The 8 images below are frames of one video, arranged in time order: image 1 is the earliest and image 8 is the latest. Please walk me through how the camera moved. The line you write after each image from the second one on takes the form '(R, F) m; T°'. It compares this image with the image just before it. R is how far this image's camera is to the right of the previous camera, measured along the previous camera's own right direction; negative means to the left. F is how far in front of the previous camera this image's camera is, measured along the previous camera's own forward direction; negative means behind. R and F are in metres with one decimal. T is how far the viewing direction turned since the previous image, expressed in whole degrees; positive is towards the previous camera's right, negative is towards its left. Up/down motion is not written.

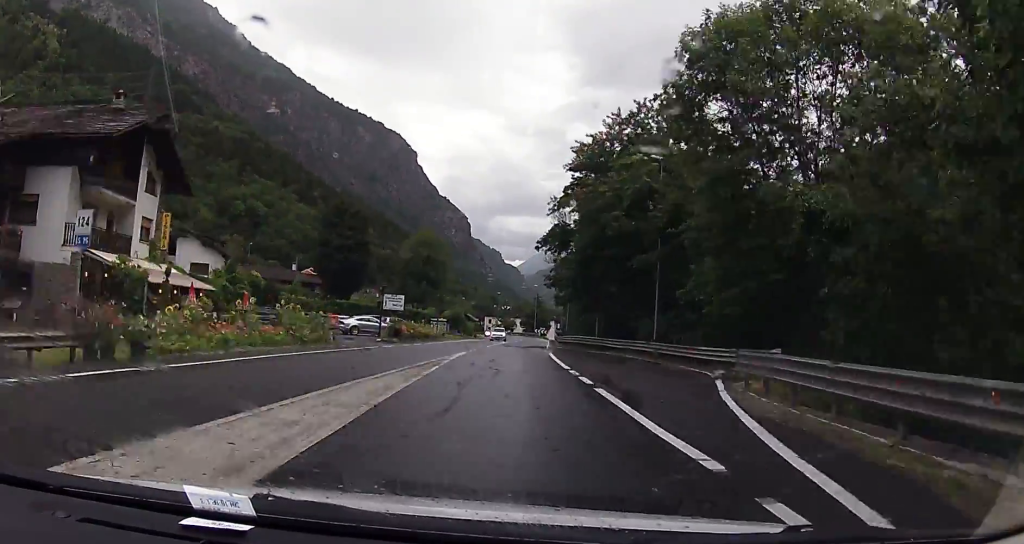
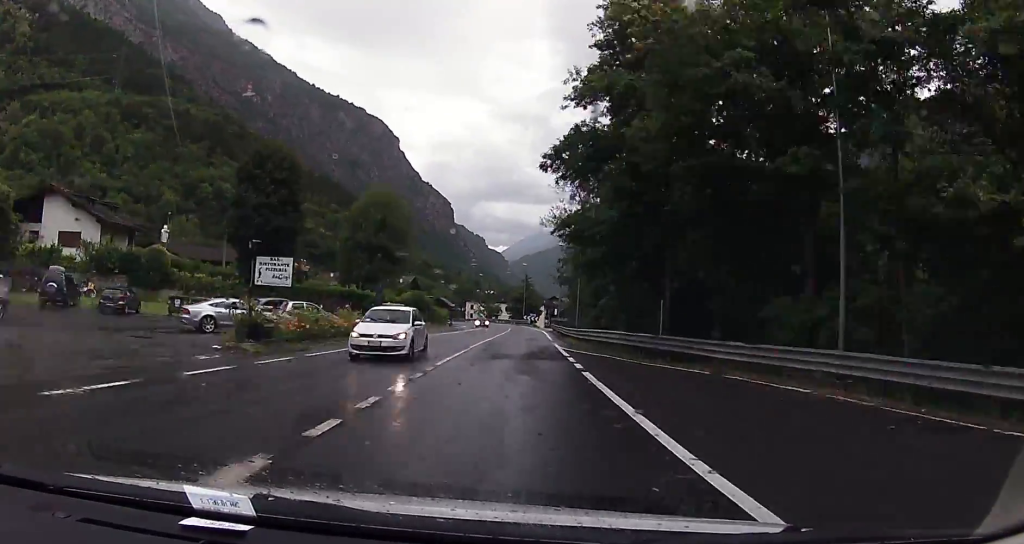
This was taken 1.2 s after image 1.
(0.0, +22.4) m; 0°
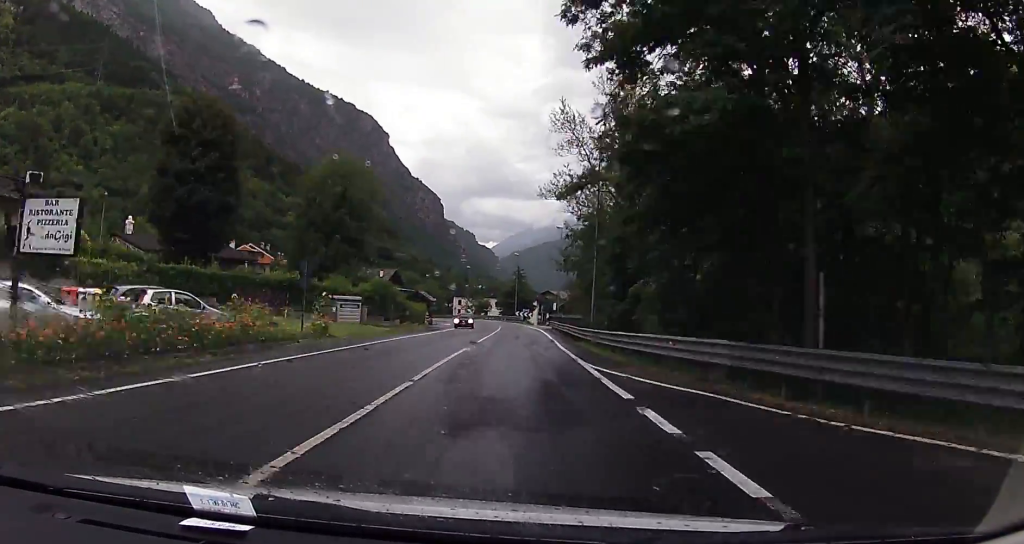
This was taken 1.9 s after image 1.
(0.0, +13.1) m; 0°
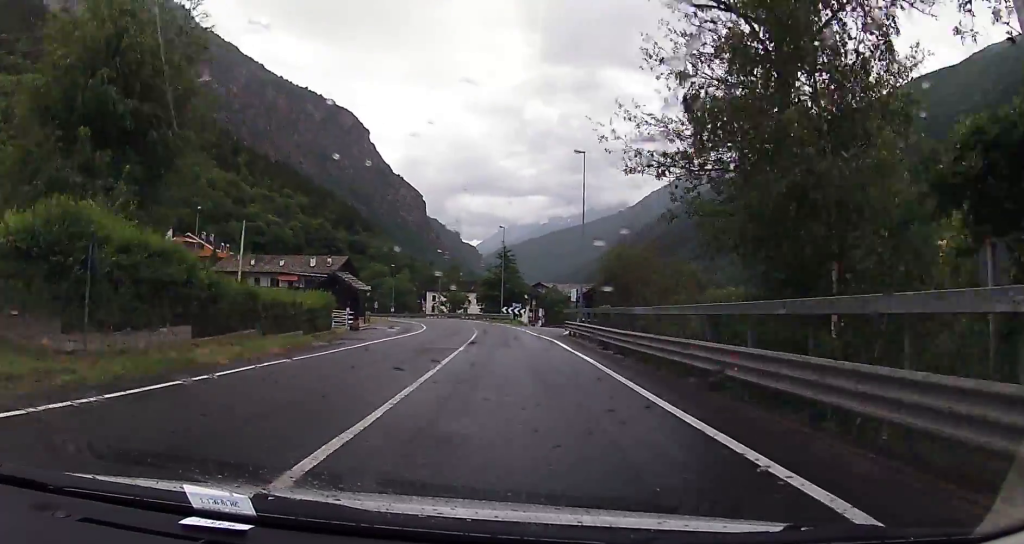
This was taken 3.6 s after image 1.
(+0.6, +32.1) m; +1°
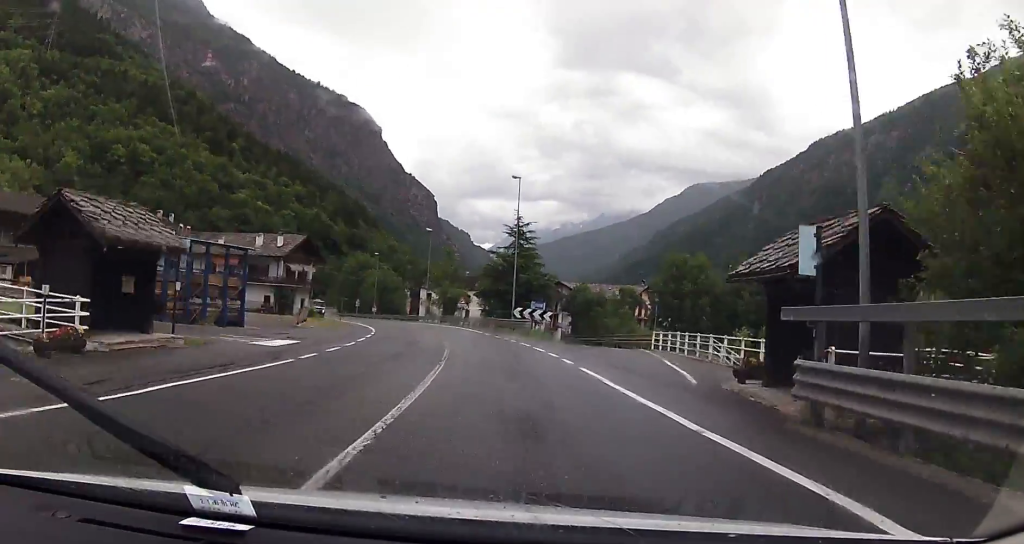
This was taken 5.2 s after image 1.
(-0.2, +30.3) m; -2°
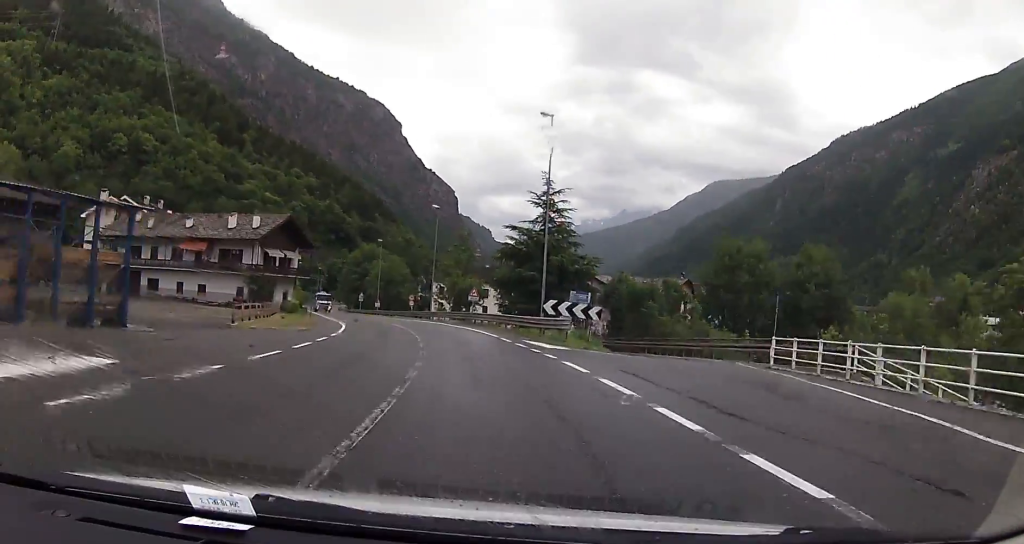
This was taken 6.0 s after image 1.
(0.0, +15.0) m; -3°
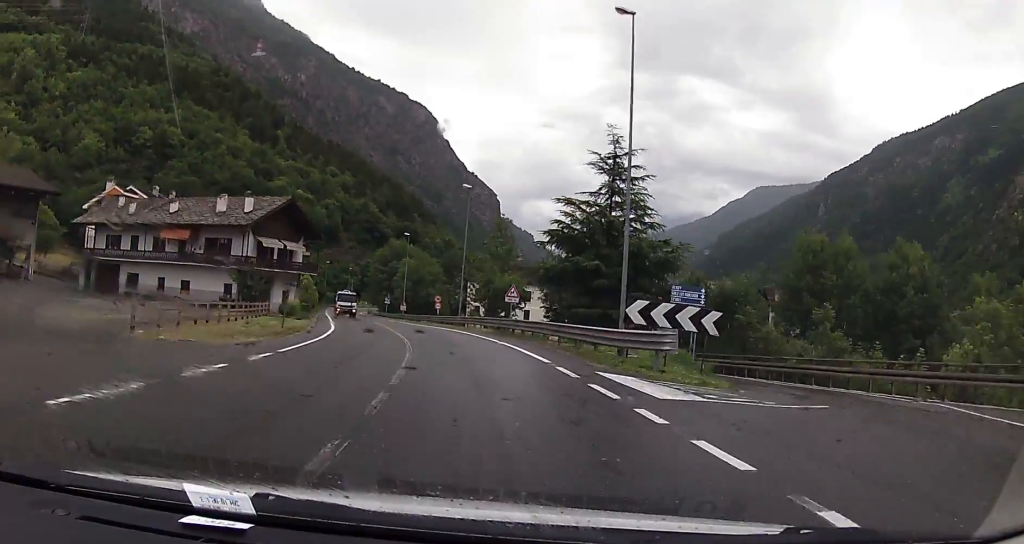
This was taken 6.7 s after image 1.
(-0.6, +12.9) m; -4°
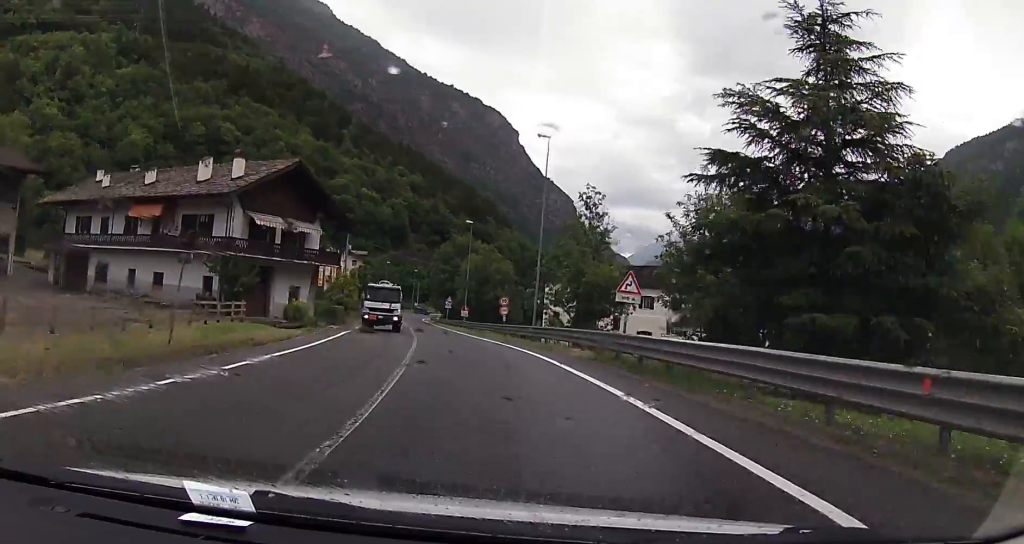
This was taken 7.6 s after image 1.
(-0.8, +17.4) m; -6°
